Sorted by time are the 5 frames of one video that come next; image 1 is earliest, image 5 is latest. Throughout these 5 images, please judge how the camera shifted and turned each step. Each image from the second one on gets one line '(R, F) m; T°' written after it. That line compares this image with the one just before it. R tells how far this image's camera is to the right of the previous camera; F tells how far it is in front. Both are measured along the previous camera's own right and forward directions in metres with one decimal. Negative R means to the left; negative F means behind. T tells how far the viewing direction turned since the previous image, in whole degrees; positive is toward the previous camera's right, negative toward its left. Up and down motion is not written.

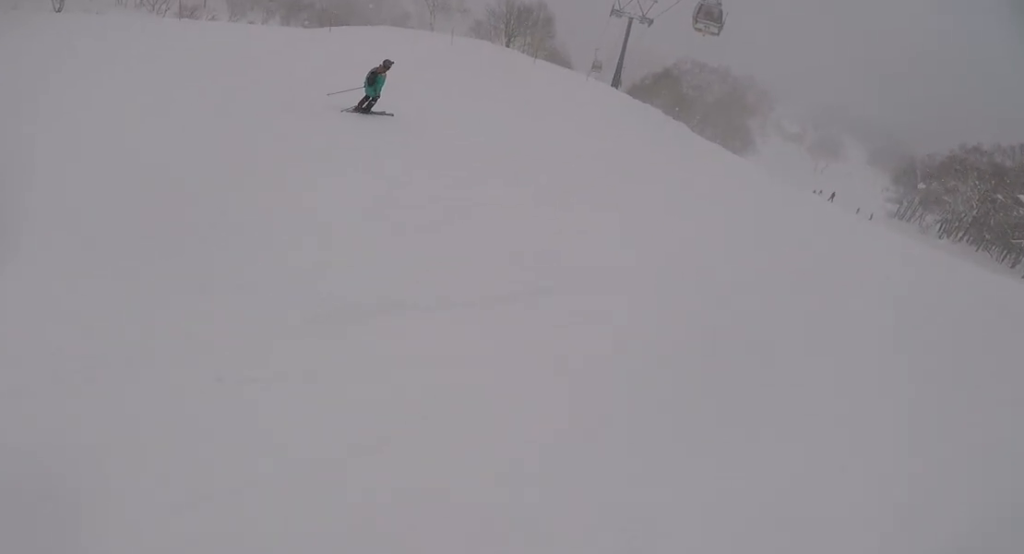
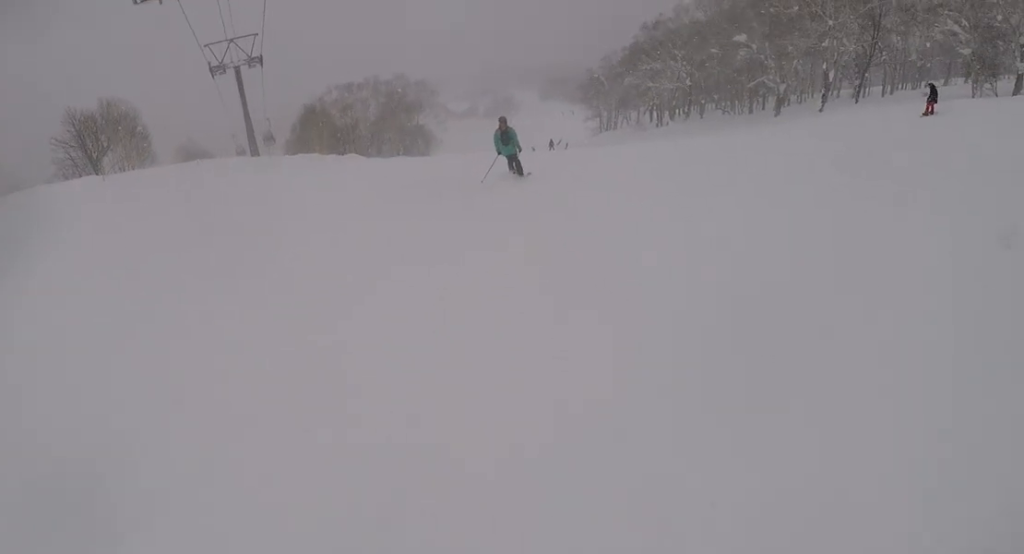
(+2.8, +16.5) m; +20°
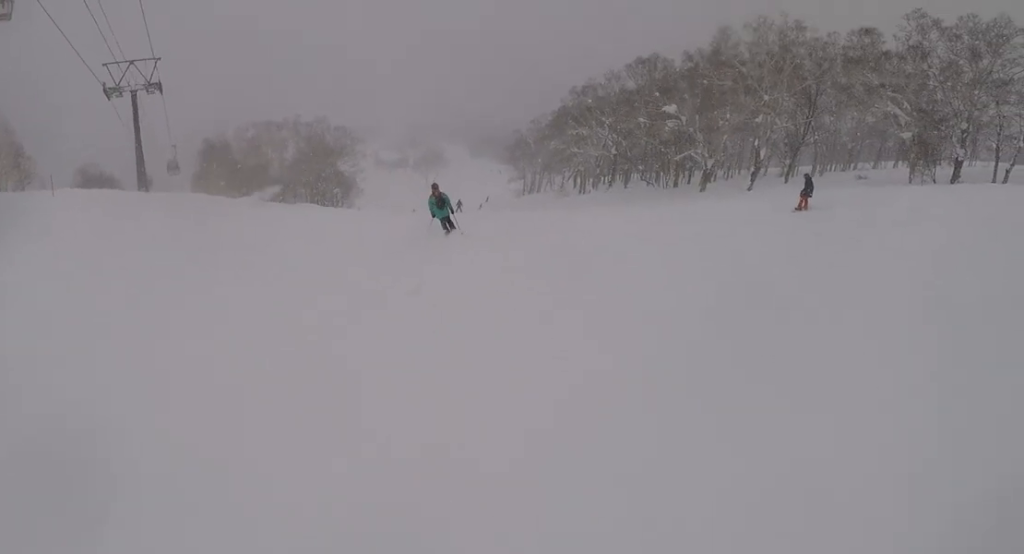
(0.0, +5.3) m; -5°
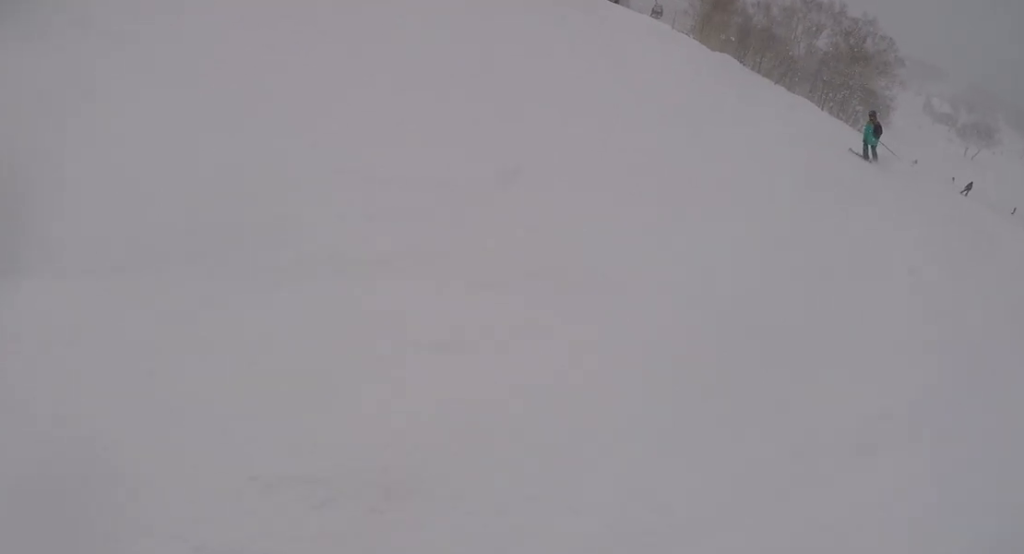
(-1.7, +8.4) m; -23°
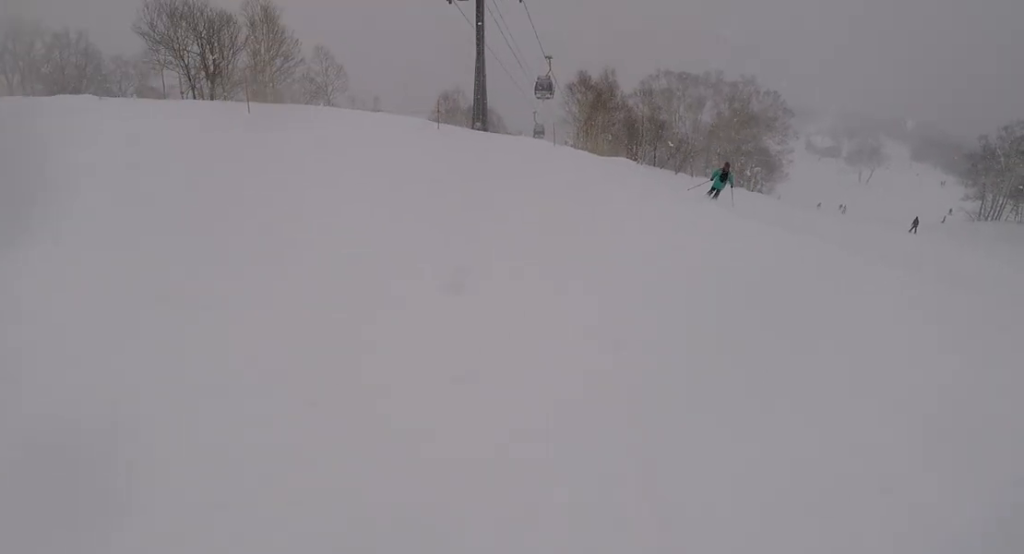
(-0.9, +9.3) m; -2°
